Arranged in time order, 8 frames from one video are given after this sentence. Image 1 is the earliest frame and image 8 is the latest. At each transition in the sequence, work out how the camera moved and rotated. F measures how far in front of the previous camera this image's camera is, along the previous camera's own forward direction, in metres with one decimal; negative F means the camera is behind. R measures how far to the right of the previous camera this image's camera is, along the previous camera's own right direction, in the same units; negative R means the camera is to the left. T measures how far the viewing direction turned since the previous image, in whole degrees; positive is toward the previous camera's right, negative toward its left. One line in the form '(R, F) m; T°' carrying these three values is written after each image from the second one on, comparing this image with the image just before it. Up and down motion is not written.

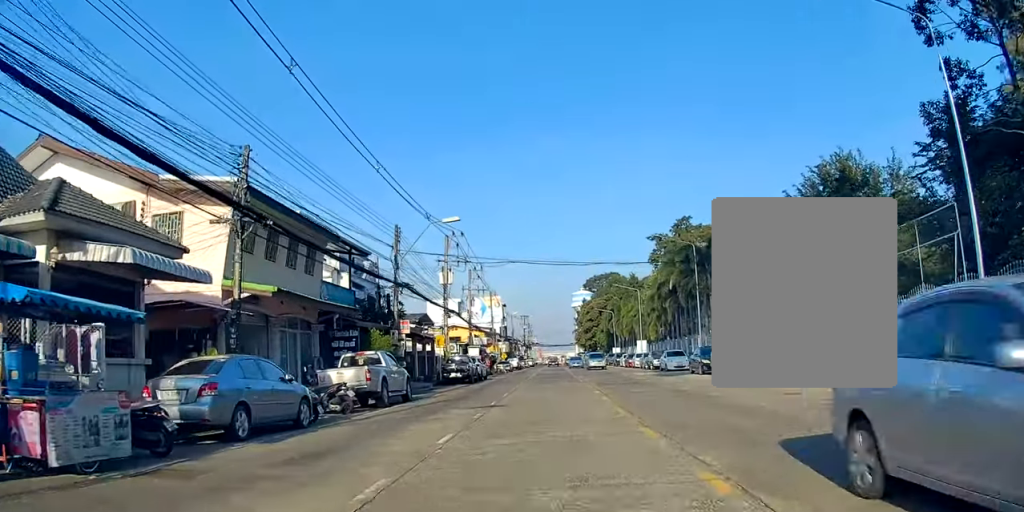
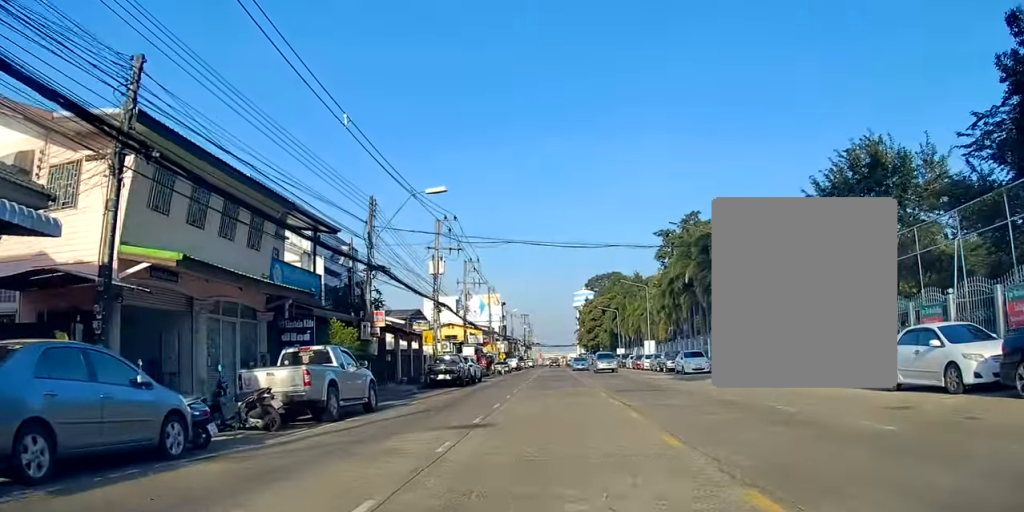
(0.0, +5.2) m; +1°
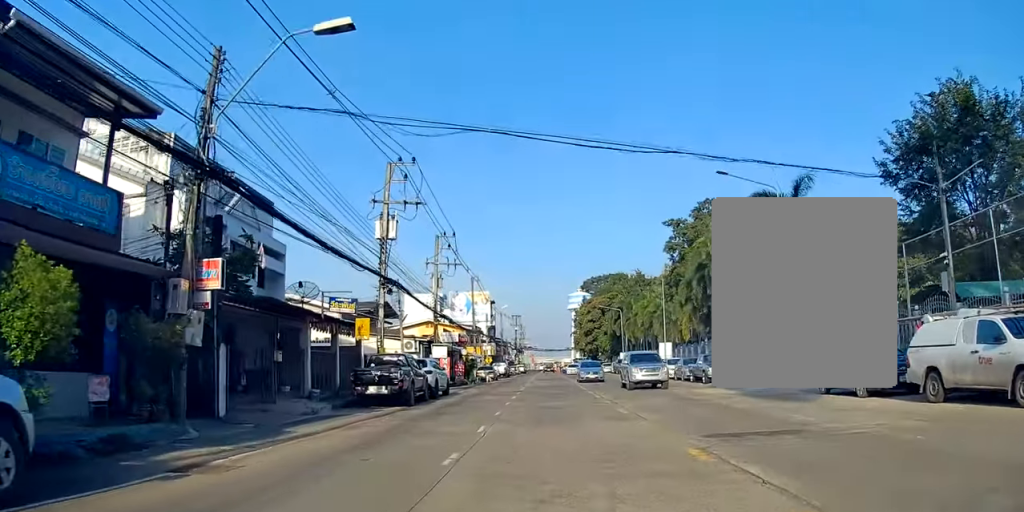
(+0.3, +12.5) m; +2°
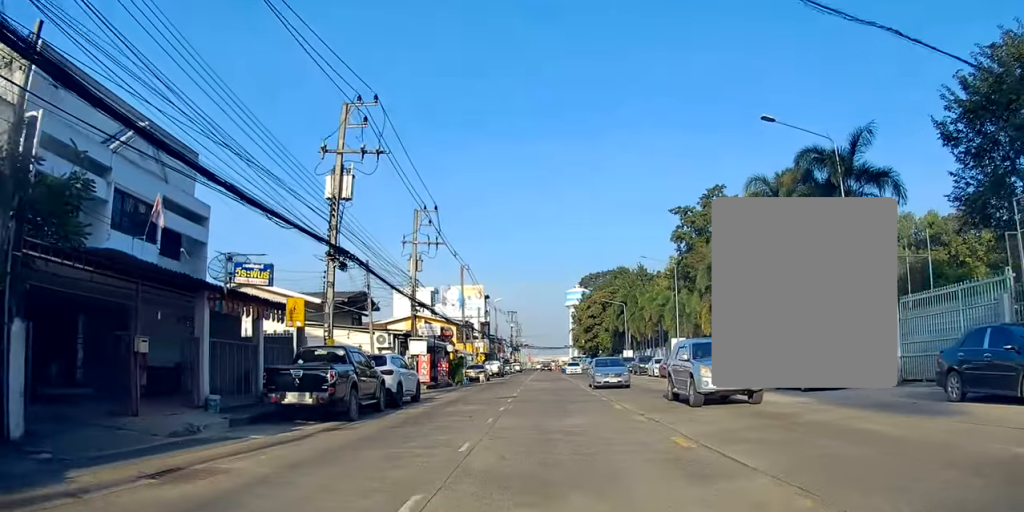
(0.0, +6.9) m; 0°
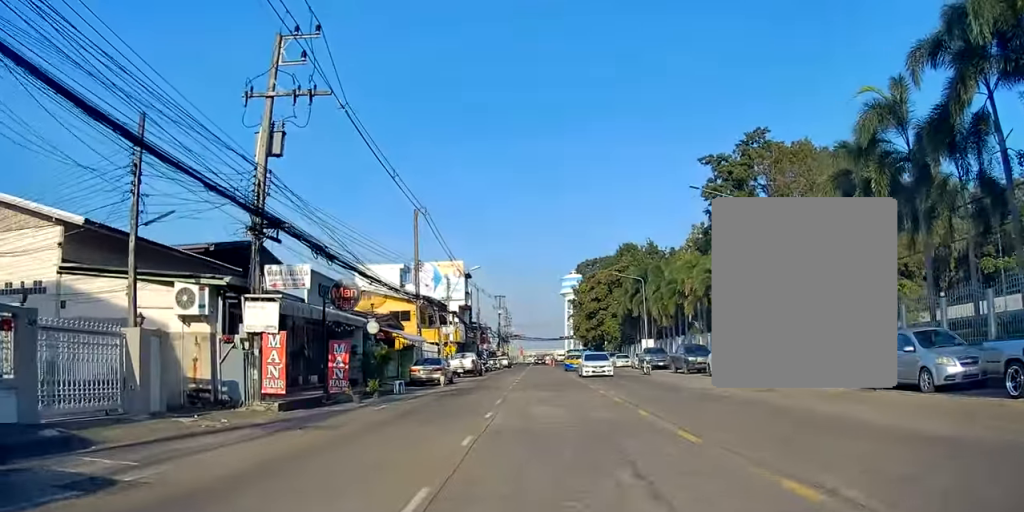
(0.0, +20.4) m; +1°
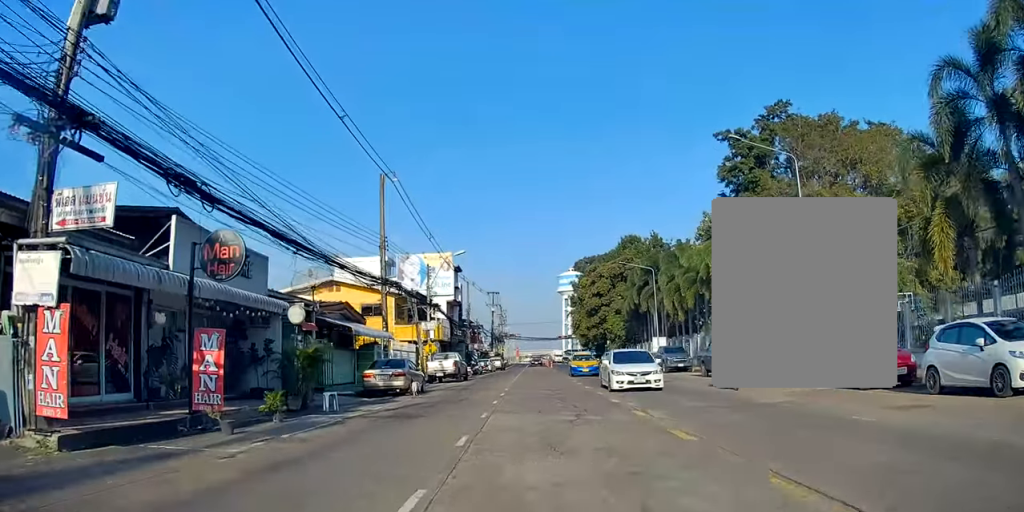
(+0.1, +8.1) m; +1°
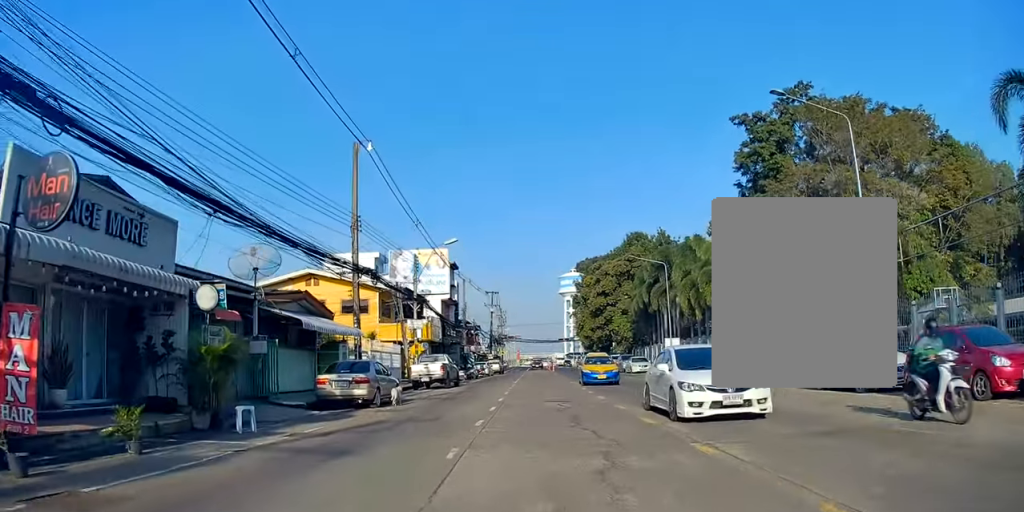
(+0.1, +5.4) m; +1°
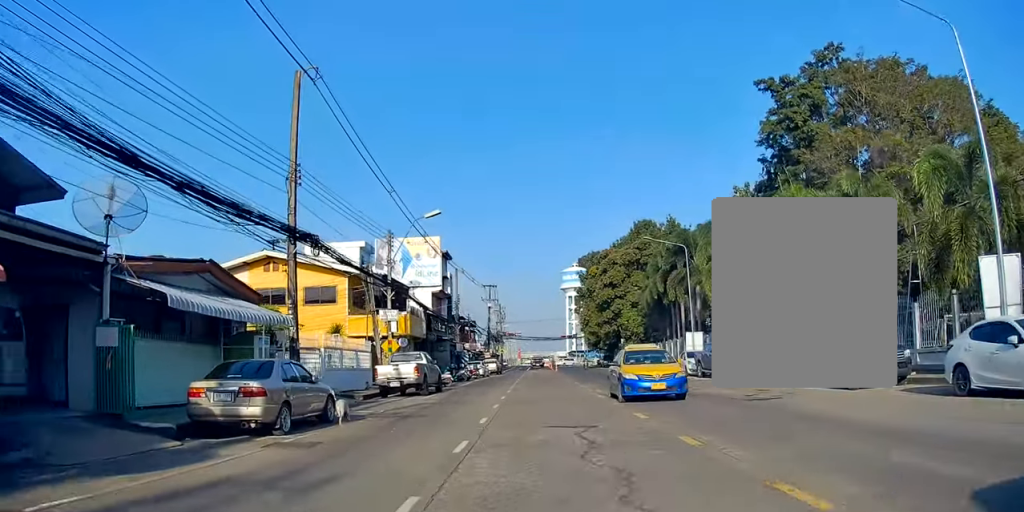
(+0.1, +7.7) m; +1°
